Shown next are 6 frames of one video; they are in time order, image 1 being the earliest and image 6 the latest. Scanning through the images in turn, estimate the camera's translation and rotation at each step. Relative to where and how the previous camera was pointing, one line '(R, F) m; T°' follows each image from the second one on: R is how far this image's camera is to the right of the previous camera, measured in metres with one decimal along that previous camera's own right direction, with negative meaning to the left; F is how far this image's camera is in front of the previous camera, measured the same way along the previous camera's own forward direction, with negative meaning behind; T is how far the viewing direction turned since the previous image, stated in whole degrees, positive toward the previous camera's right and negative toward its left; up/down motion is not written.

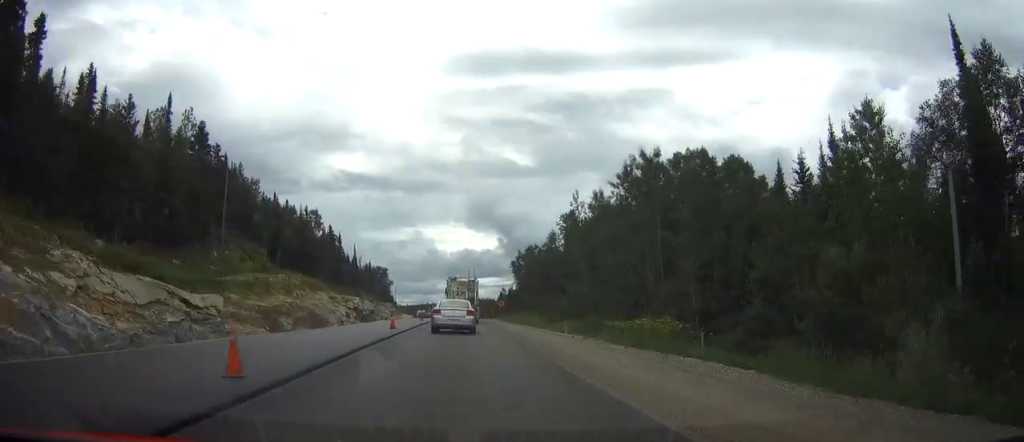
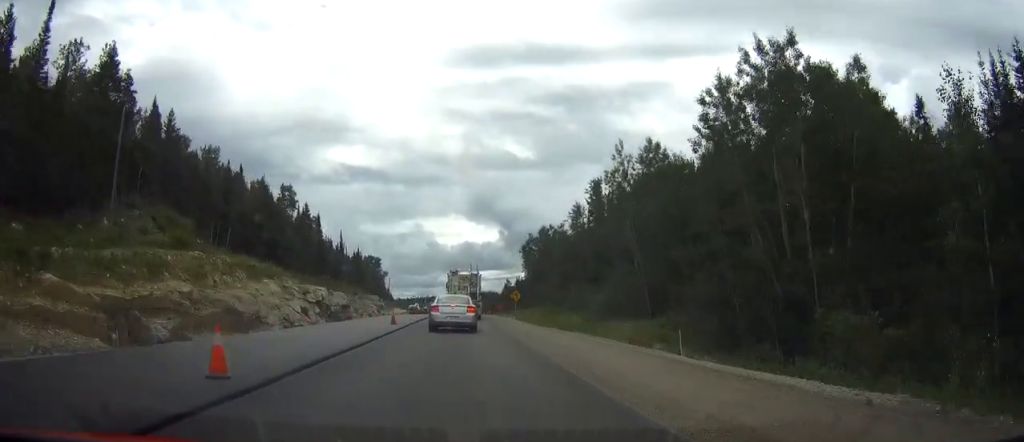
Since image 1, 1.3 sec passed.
(+0.1, +22.8) m; 0°
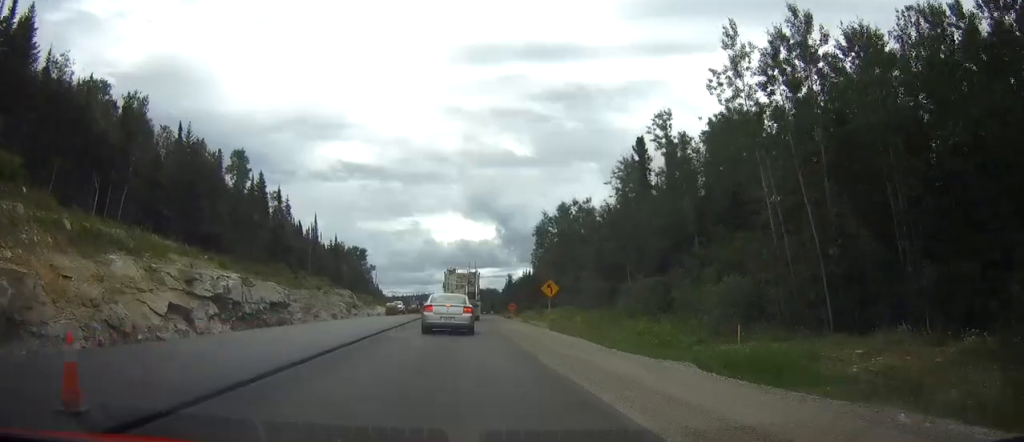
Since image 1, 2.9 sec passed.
(0.0, +27.2) m; 0°
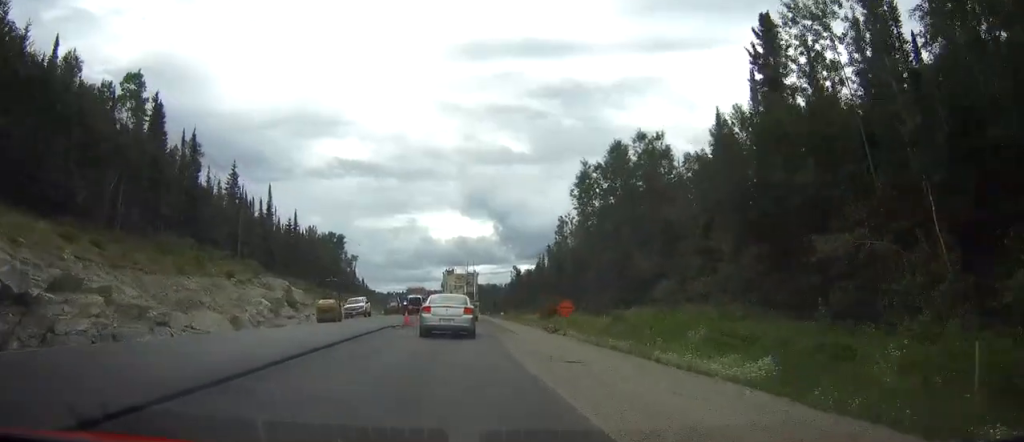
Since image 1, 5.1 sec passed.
(0.0, +35.1) m; 0°
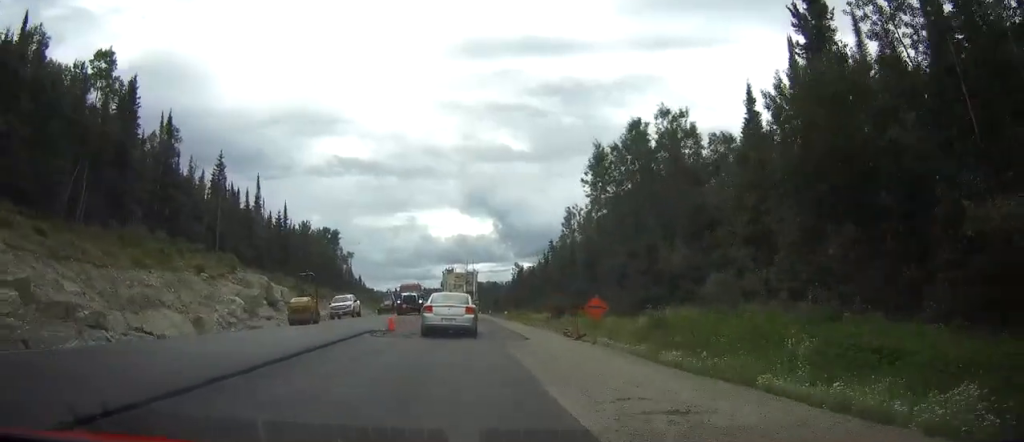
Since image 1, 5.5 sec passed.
(+0.1, +6.6) m; 0°
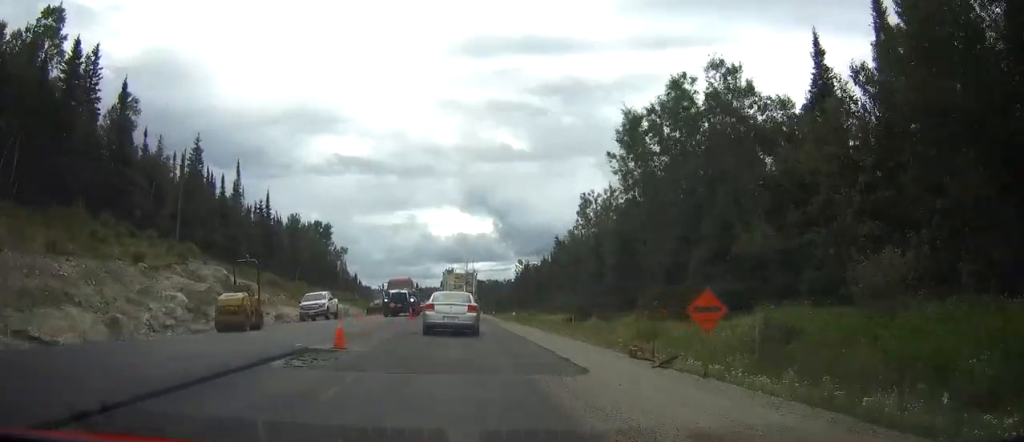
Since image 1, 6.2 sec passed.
(+0.1, +10.6) m; 0°
